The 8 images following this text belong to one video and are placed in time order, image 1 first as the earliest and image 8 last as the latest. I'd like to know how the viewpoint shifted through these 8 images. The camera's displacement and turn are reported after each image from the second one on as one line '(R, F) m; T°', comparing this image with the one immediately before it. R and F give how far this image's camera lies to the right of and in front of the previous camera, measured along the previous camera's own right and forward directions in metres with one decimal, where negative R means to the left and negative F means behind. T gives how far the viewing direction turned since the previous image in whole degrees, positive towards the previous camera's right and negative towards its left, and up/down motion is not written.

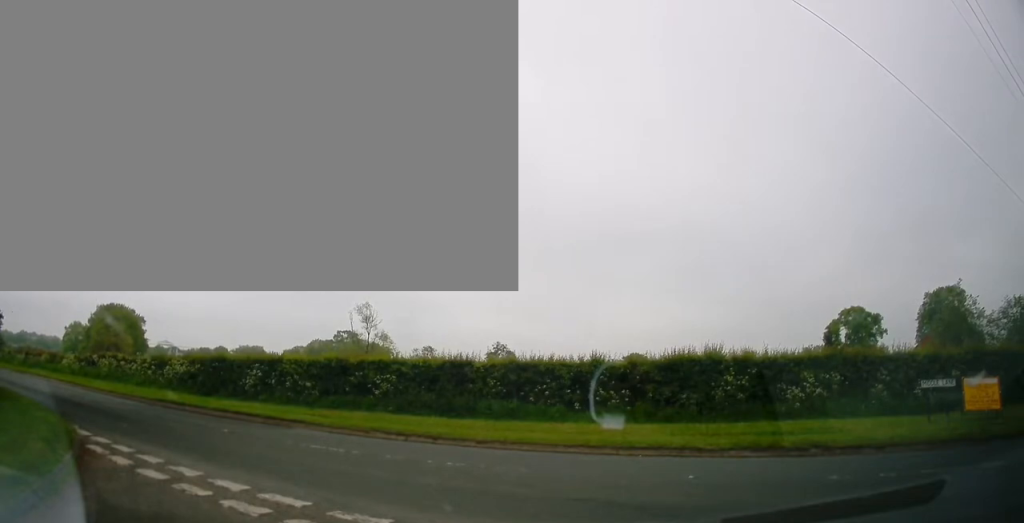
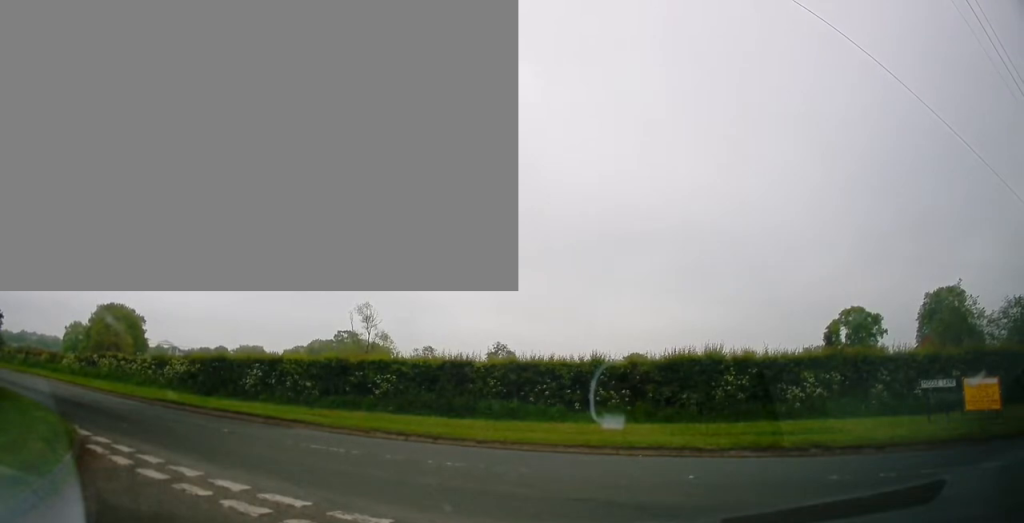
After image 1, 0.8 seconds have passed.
(0.0, 0.0) m; 0°
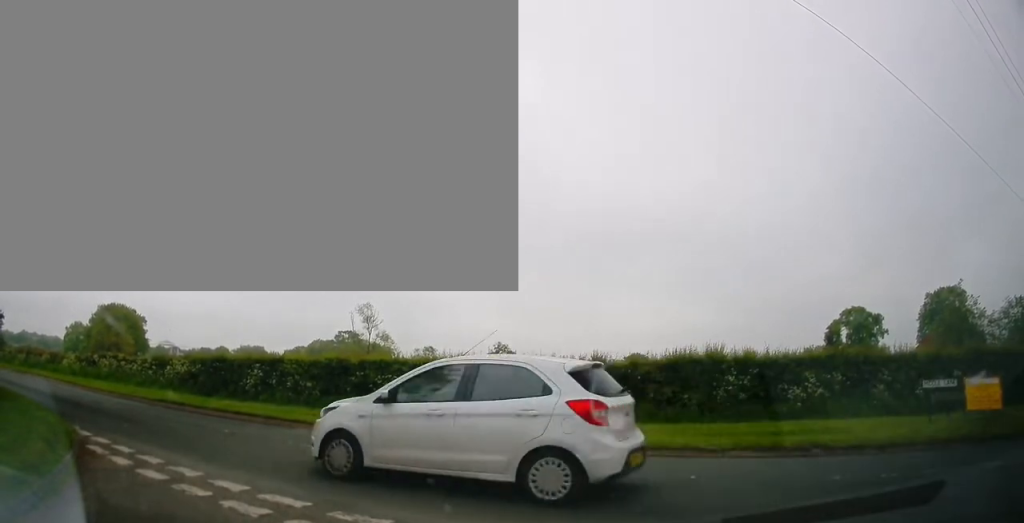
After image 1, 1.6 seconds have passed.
(0.0, 0.0) m; 0°
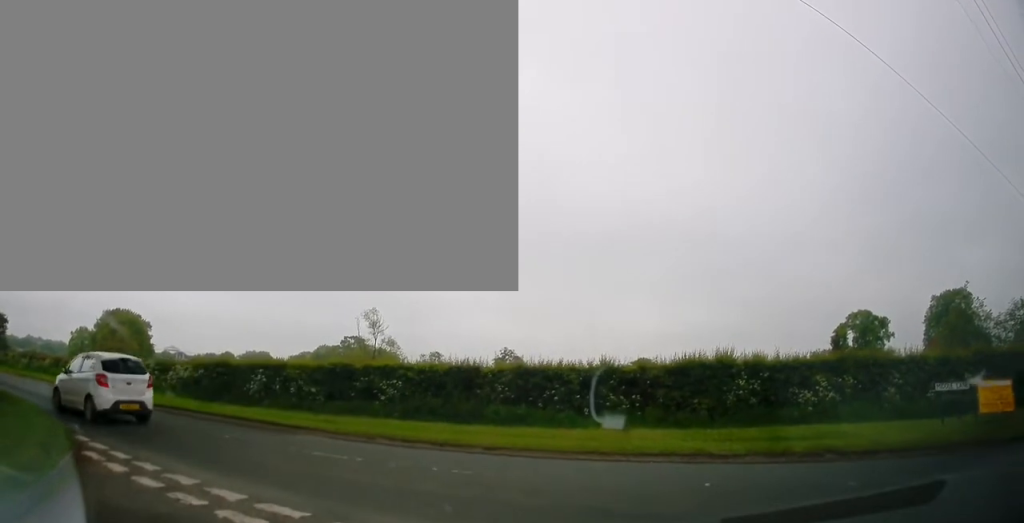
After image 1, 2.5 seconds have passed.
(0.0, +0.2) m; 0°
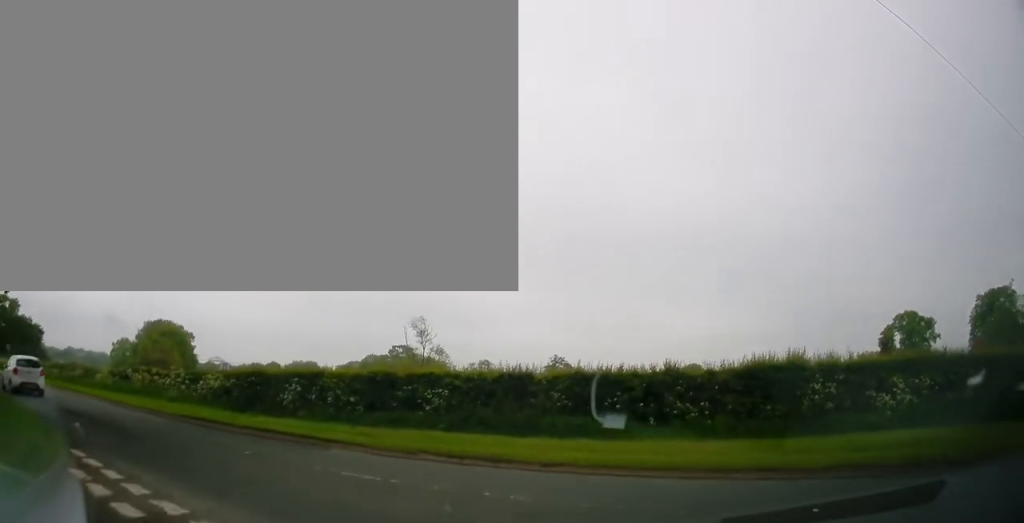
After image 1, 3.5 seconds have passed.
(-0.1, +1.0) m; -17°
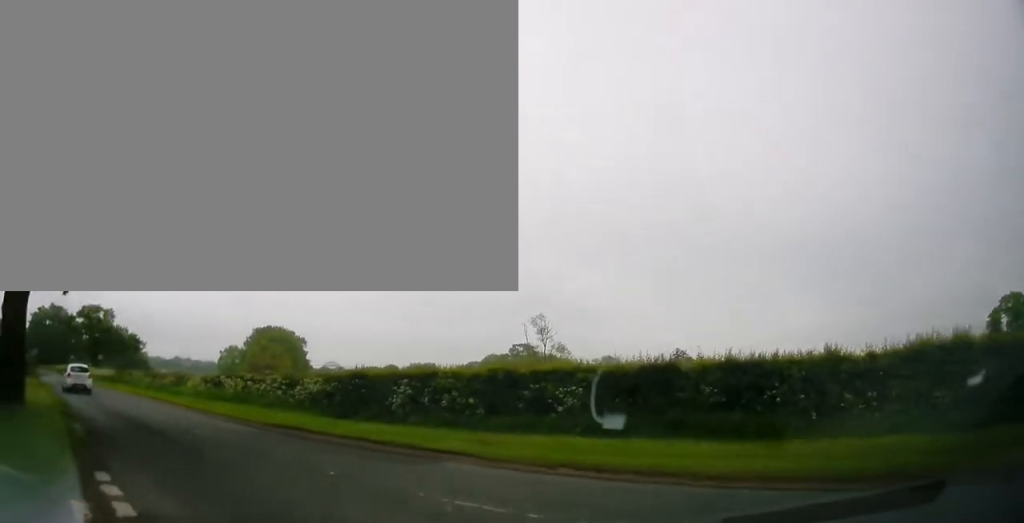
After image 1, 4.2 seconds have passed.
(-0.2, +1.7) m; -14°
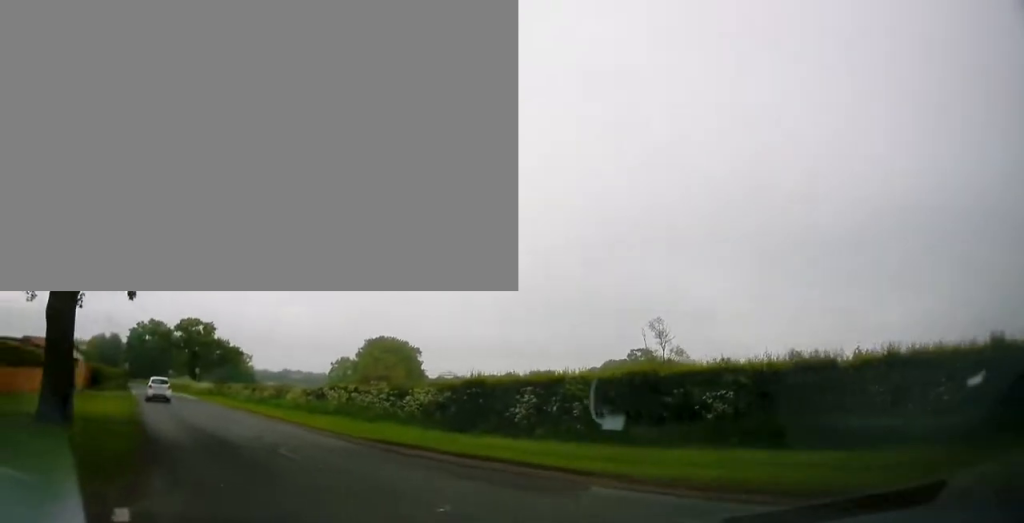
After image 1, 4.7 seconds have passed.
(0.0, +1.6) m; -10°
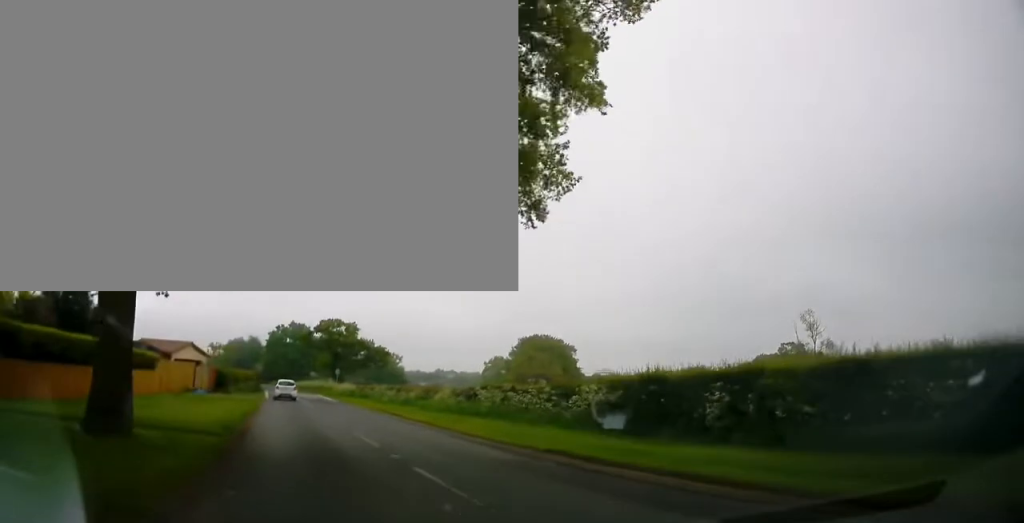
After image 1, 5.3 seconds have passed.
(-0.4, +2.5) m; -10°
